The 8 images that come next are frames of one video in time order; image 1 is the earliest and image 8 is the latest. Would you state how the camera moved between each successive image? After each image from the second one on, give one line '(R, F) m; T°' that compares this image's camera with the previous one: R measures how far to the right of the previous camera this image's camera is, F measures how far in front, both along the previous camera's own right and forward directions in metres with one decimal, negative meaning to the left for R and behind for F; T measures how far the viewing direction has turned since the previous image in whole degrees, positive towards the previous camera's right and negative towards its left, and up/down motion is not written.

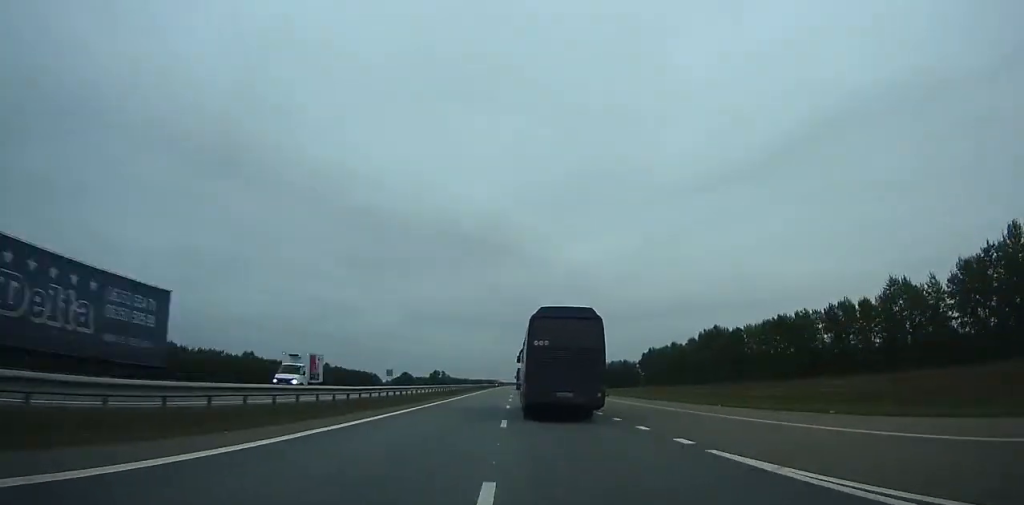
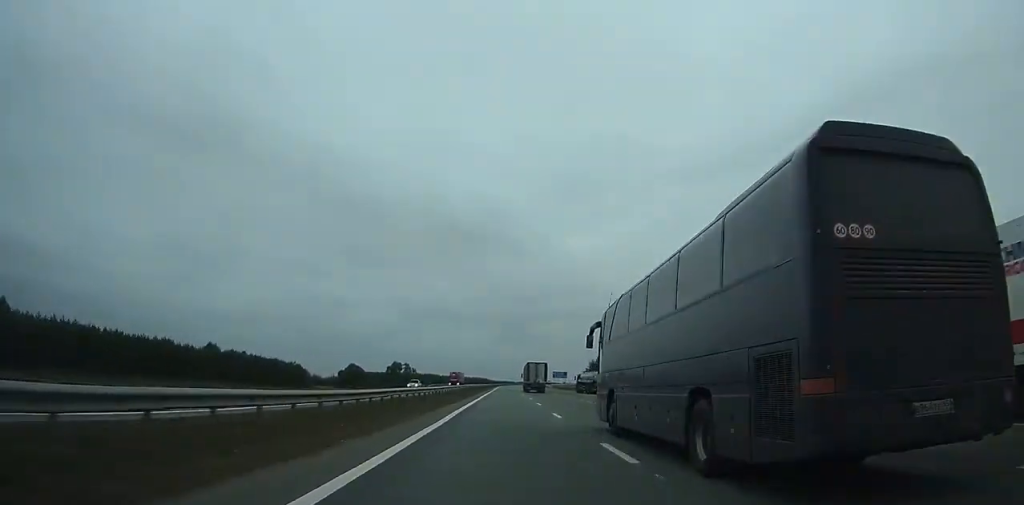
(0.0, +114.7) m; 0°
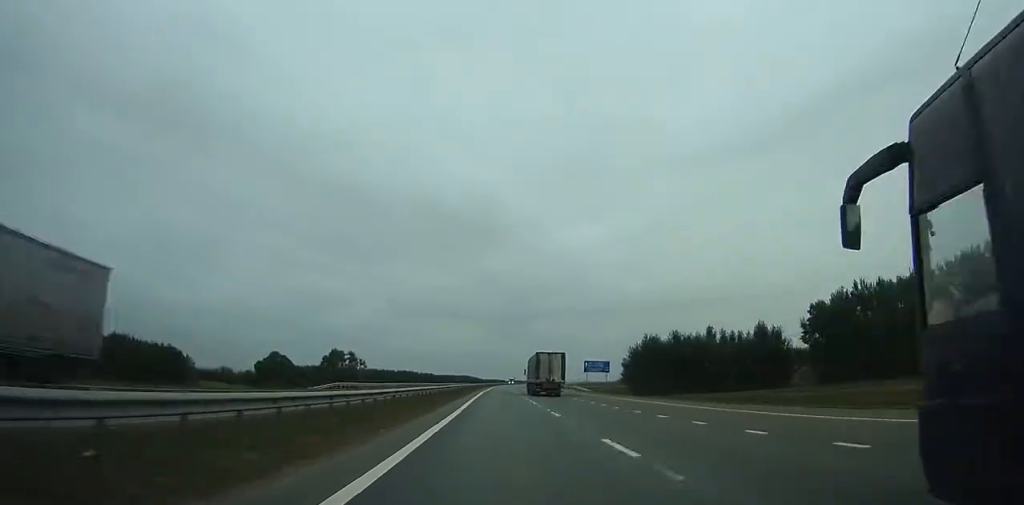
(0.0, +82.6) m; 0°
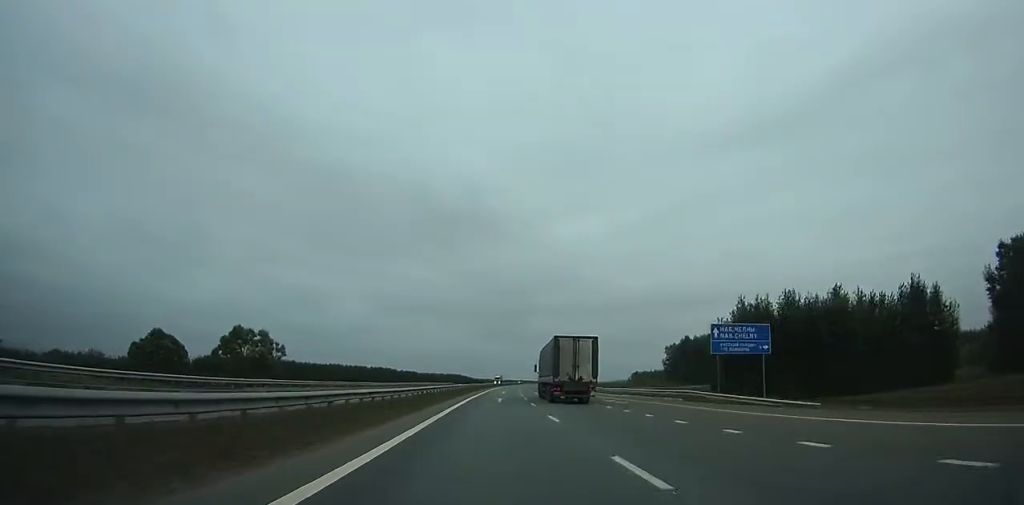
(+0.4, +62.7) m; +1°
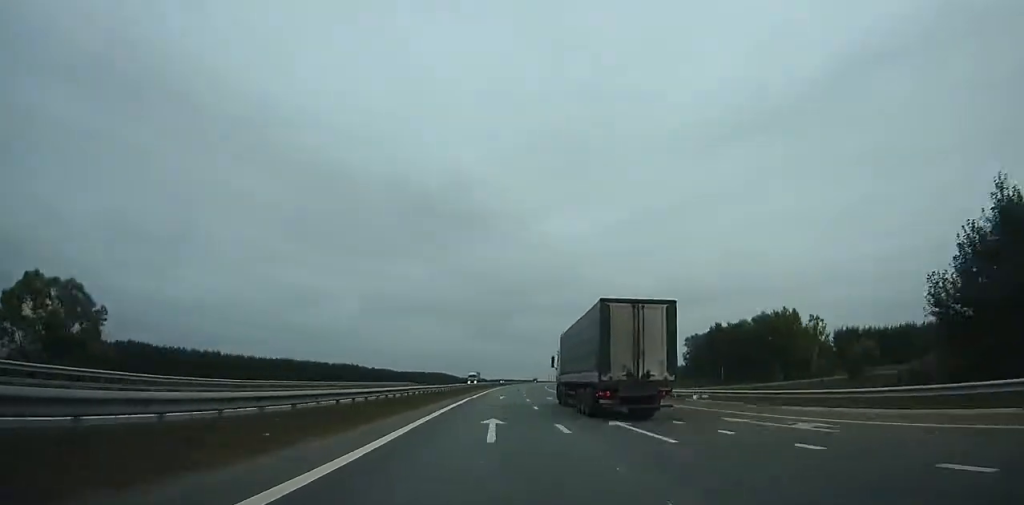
(0.0, +51.1) m; +1°
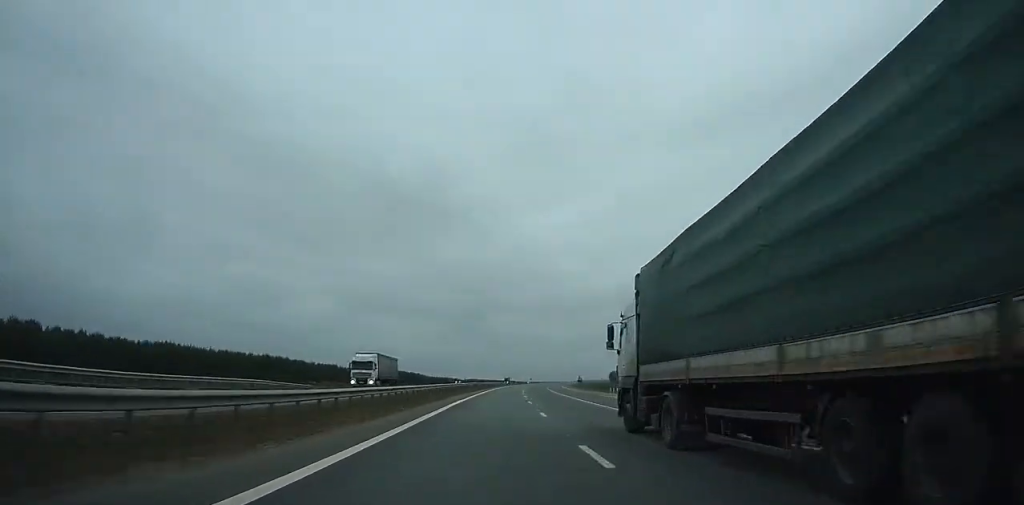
(+1.1, +66.5) m; +2°
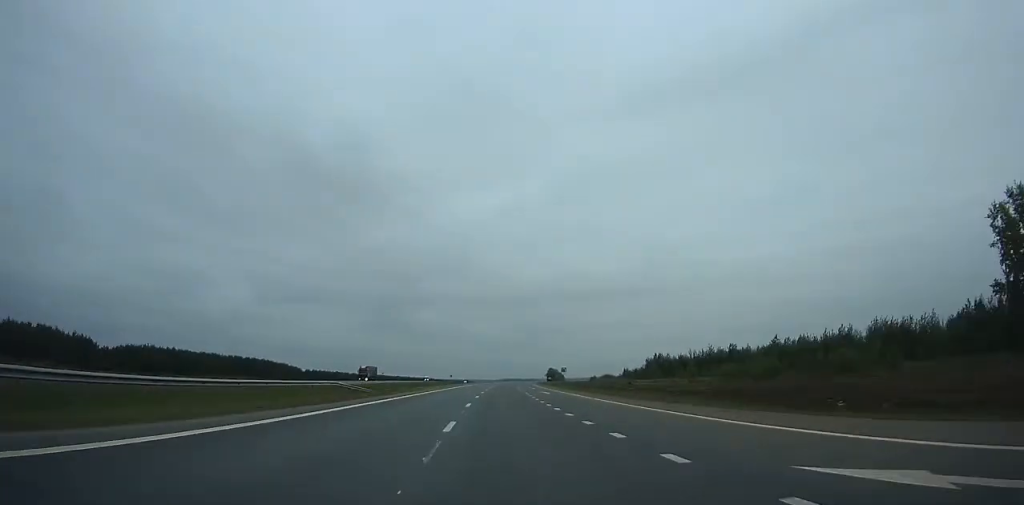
(+8.8, +148.4) m; +7°
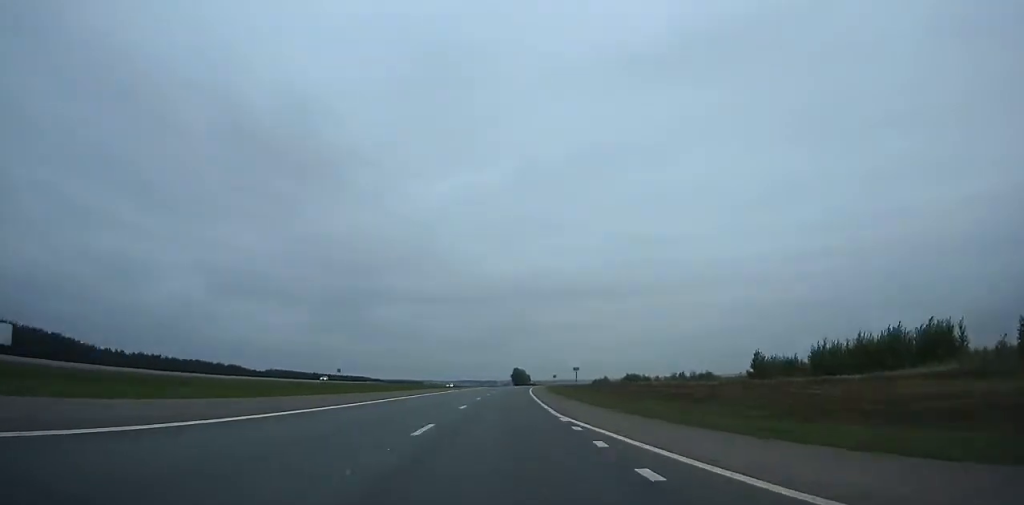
(+8.2, +159.6) m; +5°
